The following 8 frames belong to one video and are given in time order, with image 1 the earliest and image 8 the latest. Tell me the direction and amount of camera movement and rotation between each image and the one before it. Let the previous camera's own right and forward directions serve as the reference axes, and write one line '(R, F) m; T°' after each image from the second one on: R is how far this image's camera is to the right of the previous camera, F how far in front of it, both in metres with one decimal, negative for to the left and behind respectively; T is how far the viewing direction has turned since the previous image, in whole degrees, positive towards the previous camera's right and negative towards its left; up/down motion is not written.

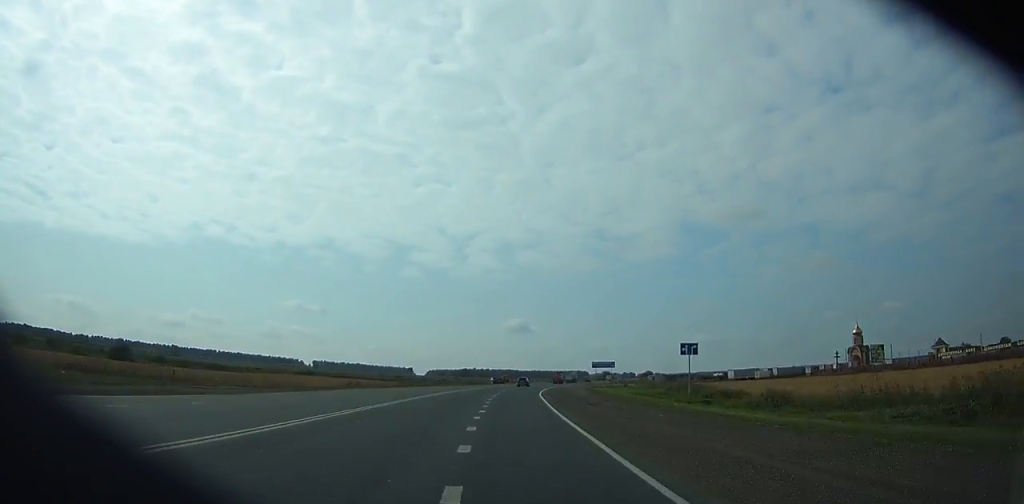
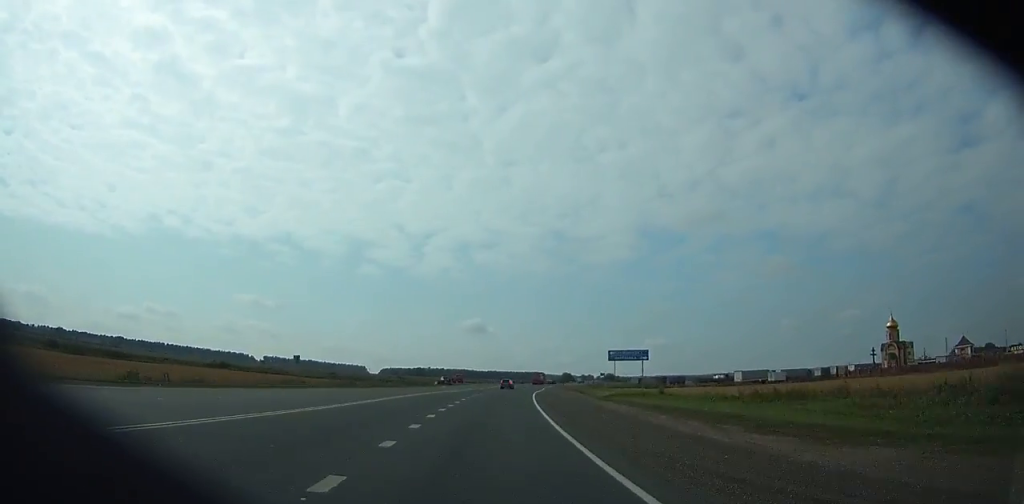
(+0.6, +38.8) m; +3°
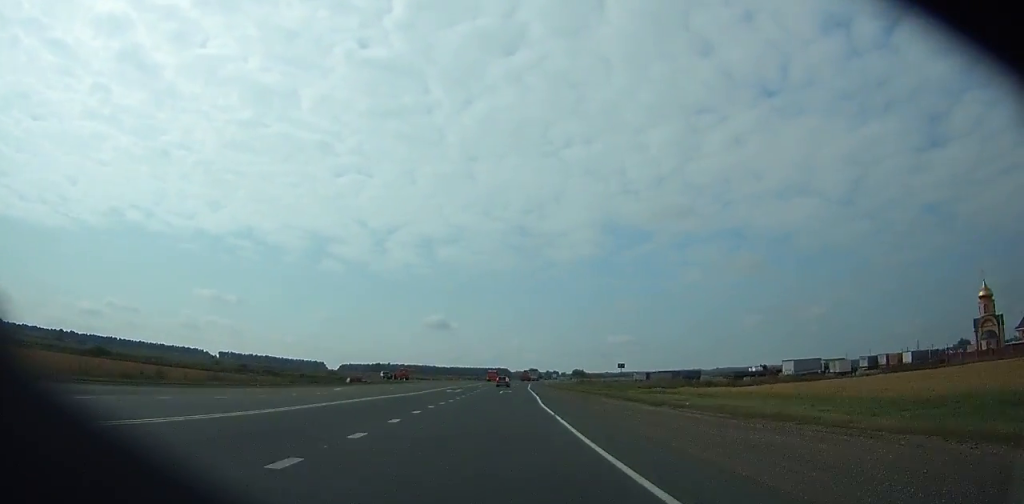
(+1.7, +44.4) m; +4°
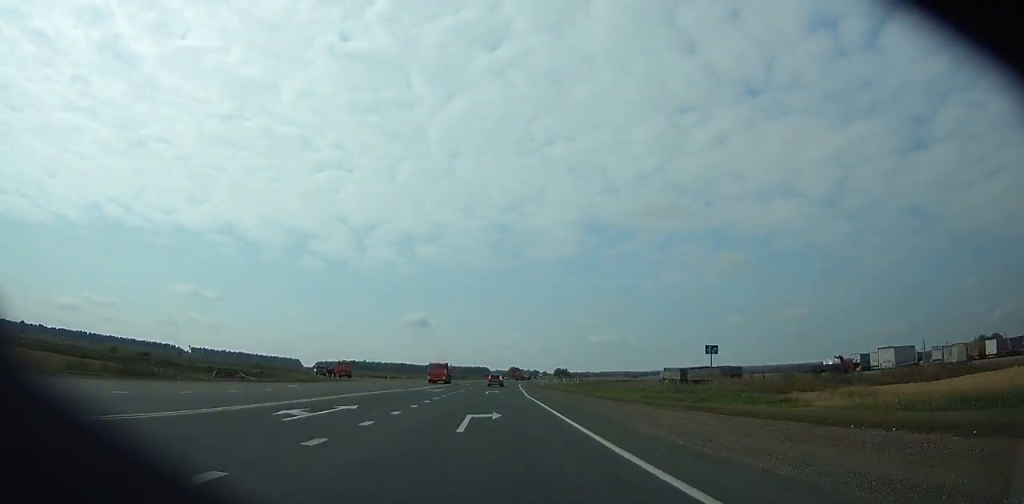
(+1.4, +36.3) m; +2°
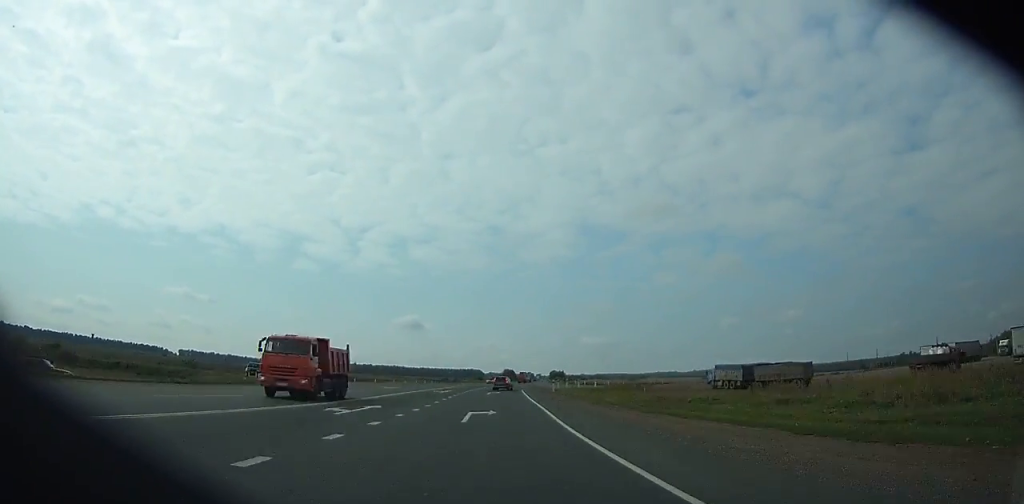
(+0.3, +26.7) m; +1°
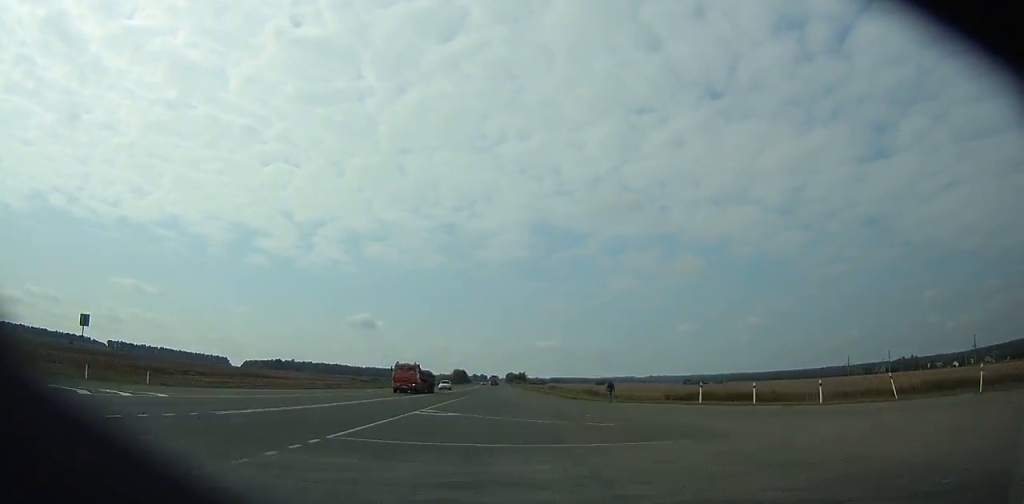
(+3.6, +102.3) m; +4°
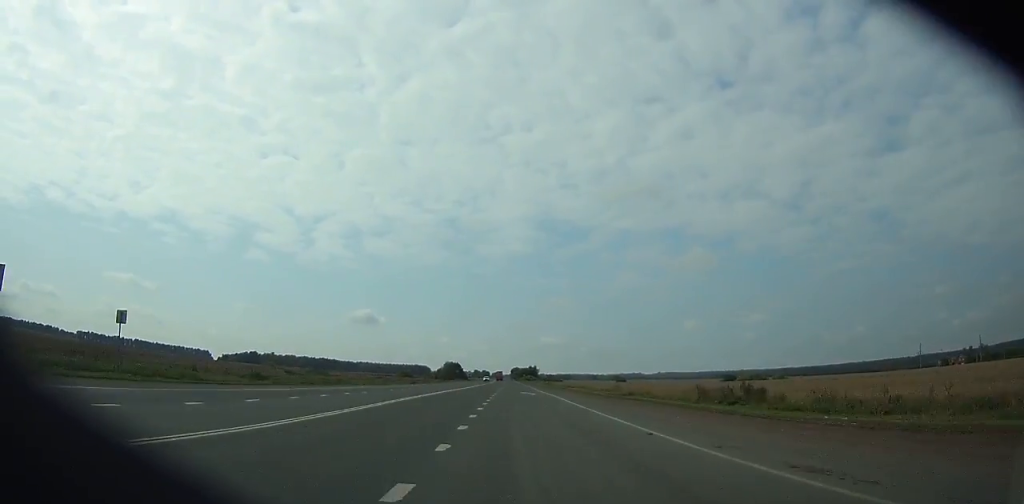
(+1.5, +113.5) m; +1°
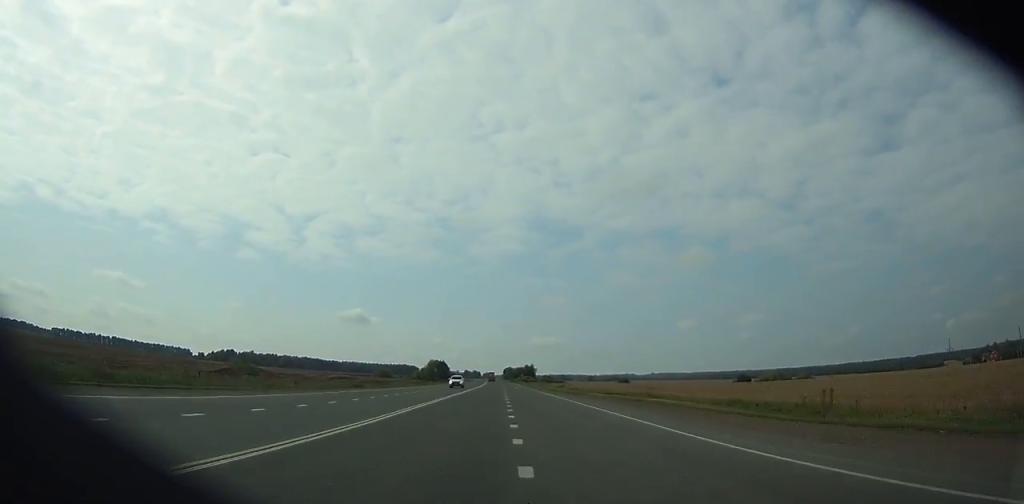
(0.0, +50.1) m; 0°
